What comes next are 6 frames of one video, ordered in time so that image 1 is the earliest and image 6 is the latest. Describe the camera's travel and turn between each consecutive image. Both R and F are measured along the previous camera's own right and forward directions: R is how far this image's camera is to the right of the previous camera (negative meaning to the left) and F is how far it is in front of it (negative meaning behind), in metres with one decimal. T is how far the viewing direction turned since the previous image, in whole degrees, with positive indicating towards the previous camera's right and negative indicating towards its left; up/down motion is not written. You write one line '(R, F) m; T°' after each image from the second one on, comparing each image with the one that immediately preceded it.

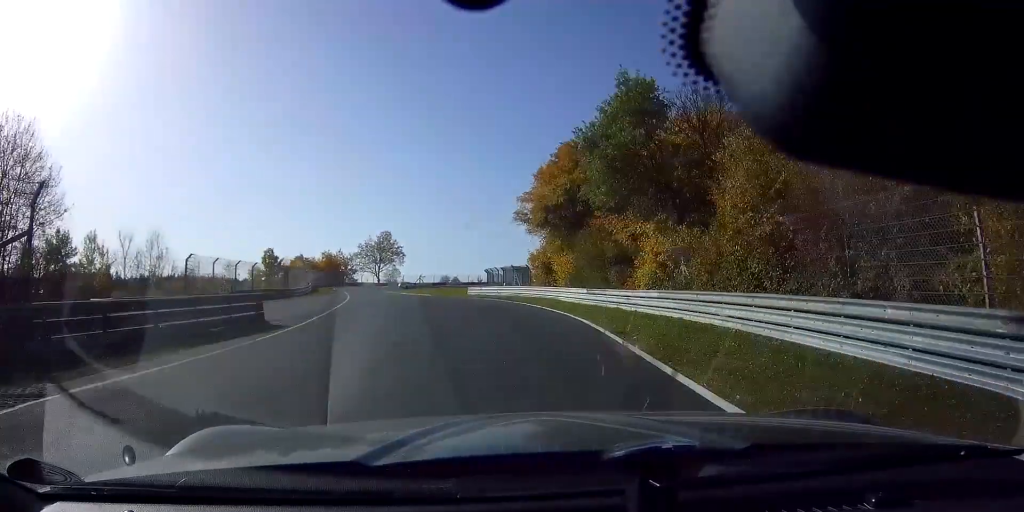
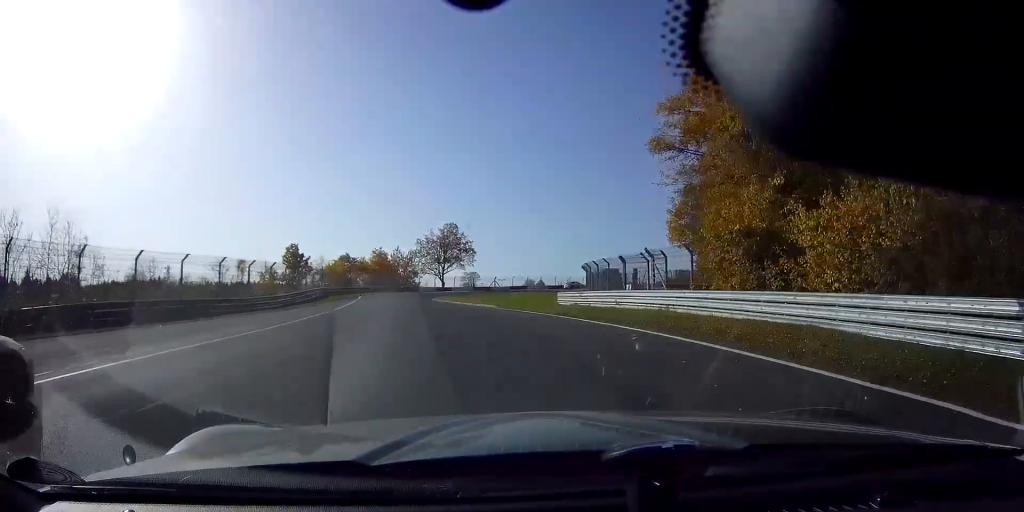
(-1.7, +25.7) m; -9°
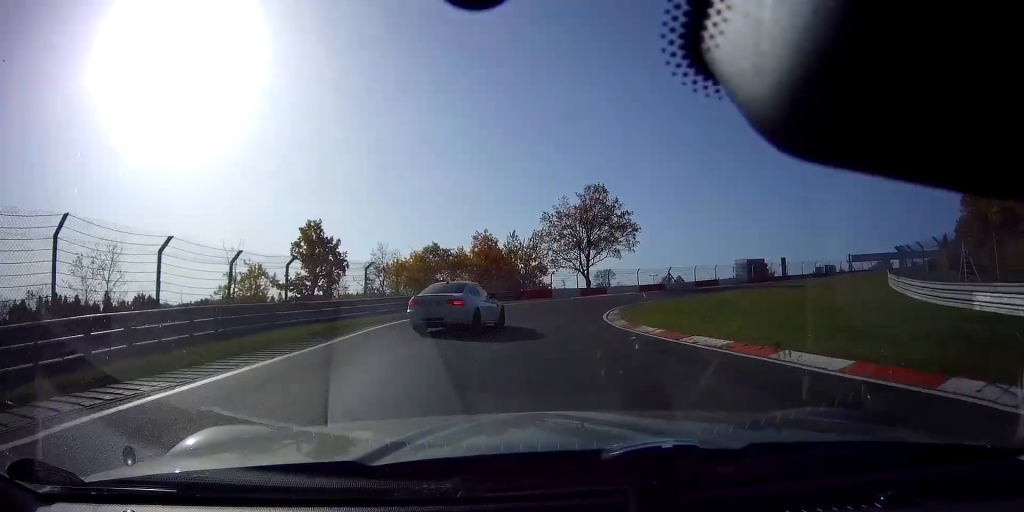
(-4.0, +37.9) m; -4°
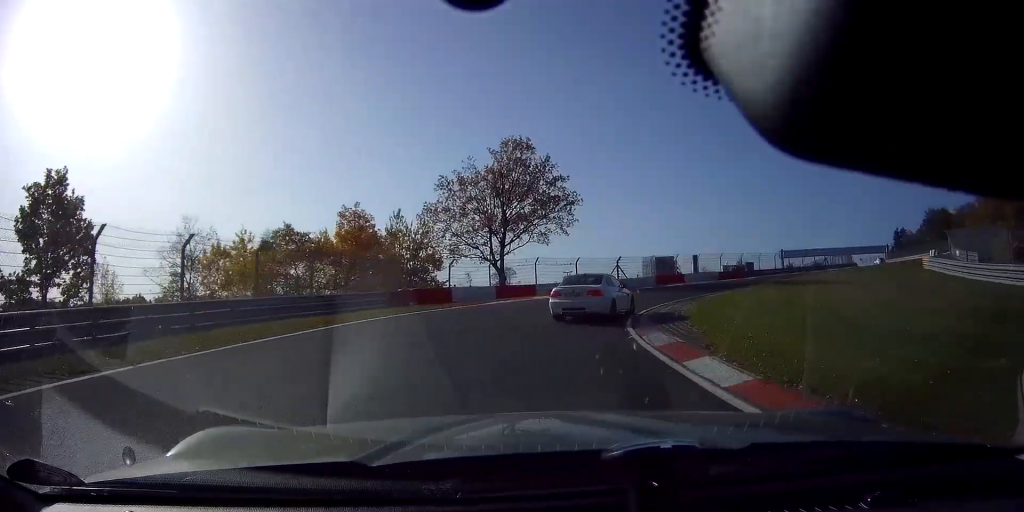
(+1.2, +19.4) m; +13°
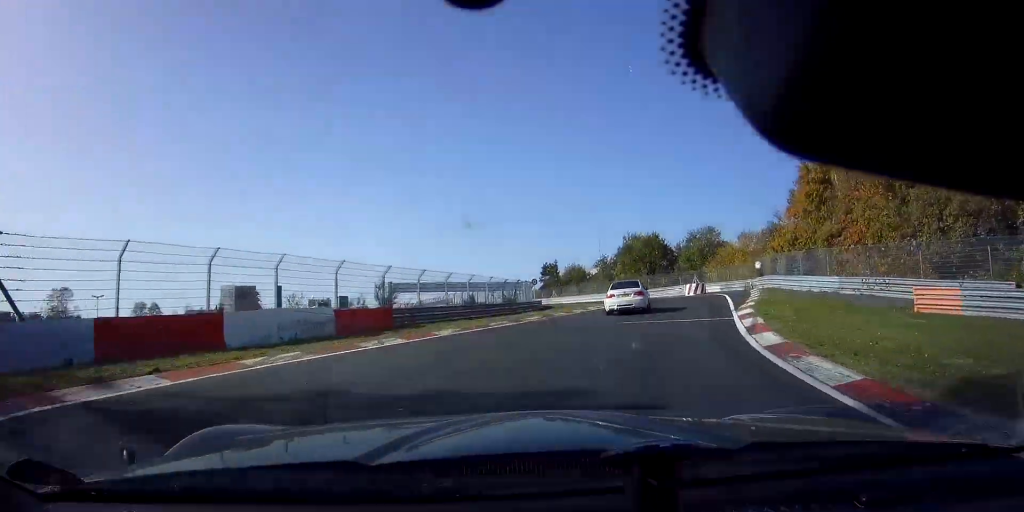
(+11.3, +32.4) m; +38°
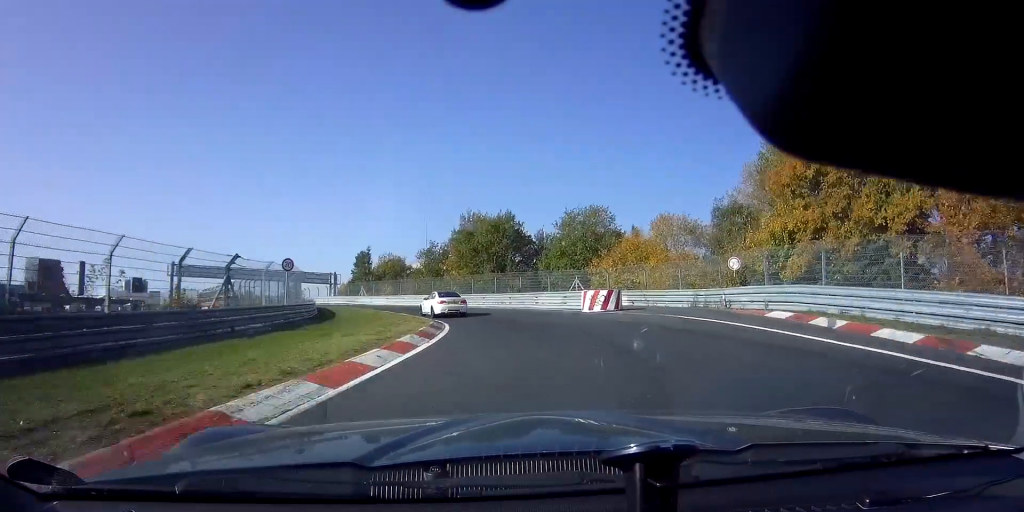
(+4.1, +23.8) m; +10°
